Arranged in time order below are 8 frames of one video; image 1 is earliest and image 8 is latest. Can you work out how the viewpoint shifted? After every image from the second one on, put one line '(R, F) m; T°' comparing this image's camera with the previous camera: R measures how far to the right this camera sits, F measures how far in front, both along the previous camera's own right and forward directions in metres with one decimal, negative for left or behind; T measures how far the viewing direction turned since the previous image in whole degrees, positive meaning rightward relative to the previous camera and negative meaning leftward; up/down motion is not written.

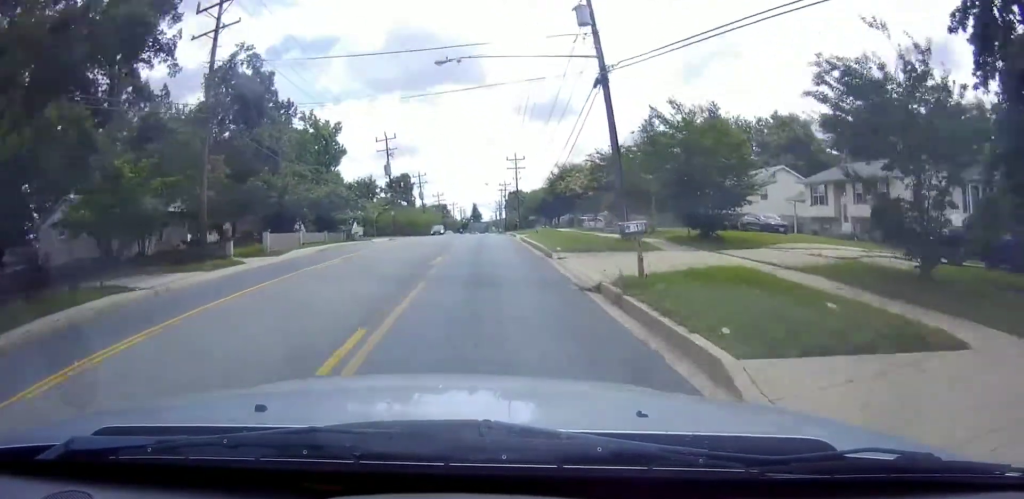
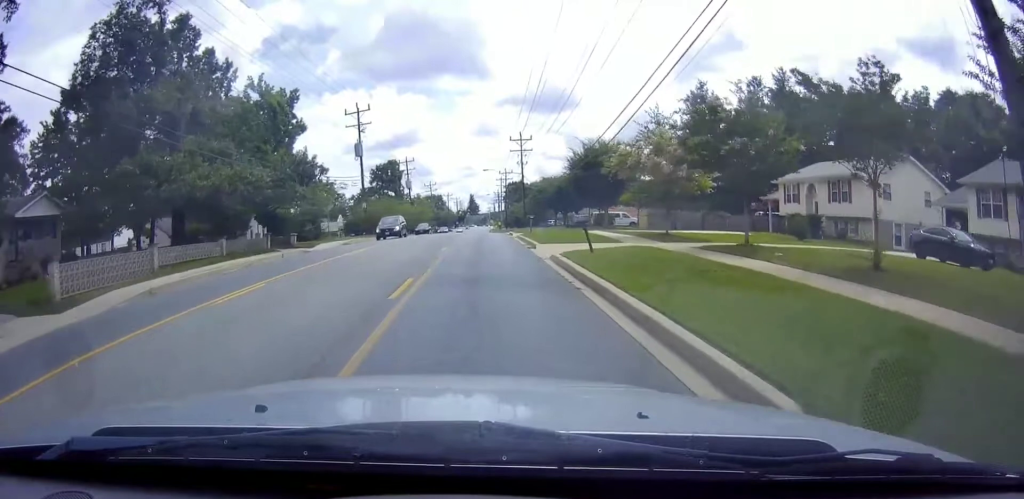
(-0.3, +18.5) m; -2°
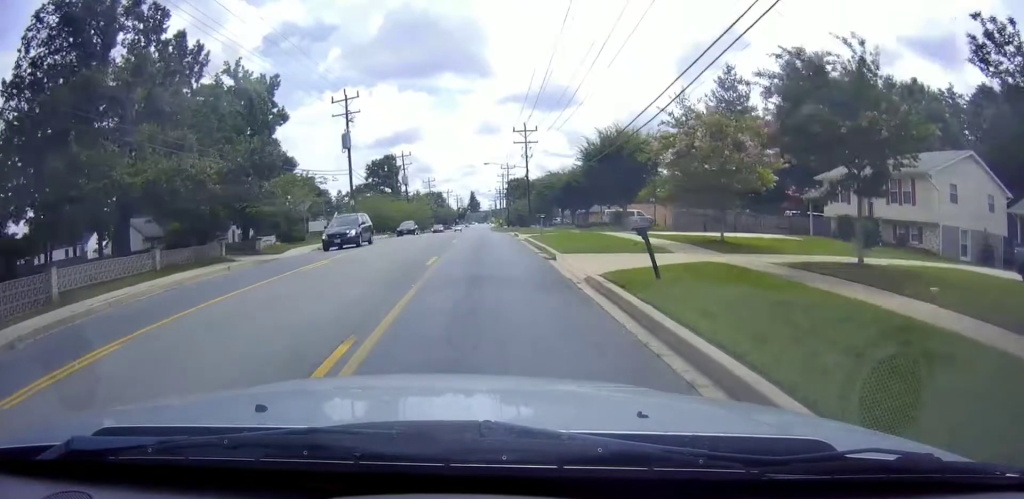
(-0.2, +6.4) m; 0°
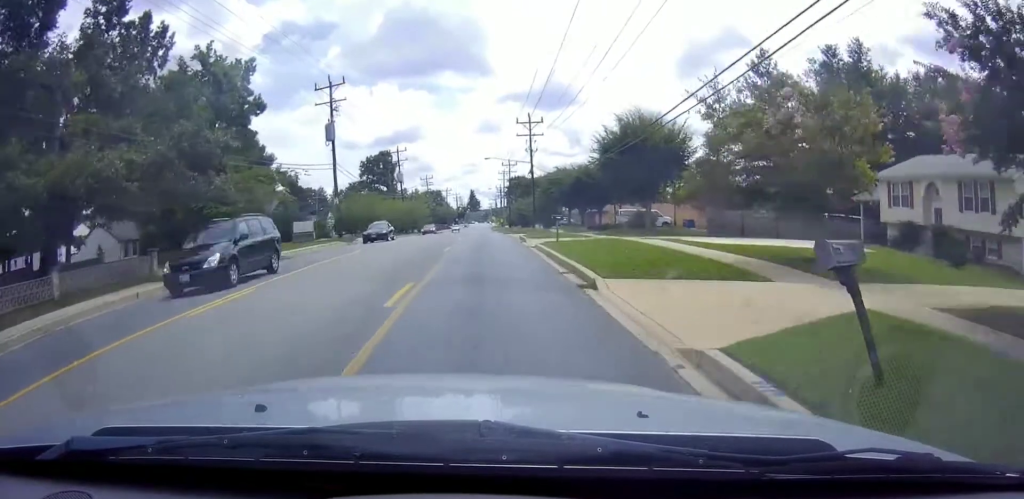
(+0.1, +6.5) m; 0°
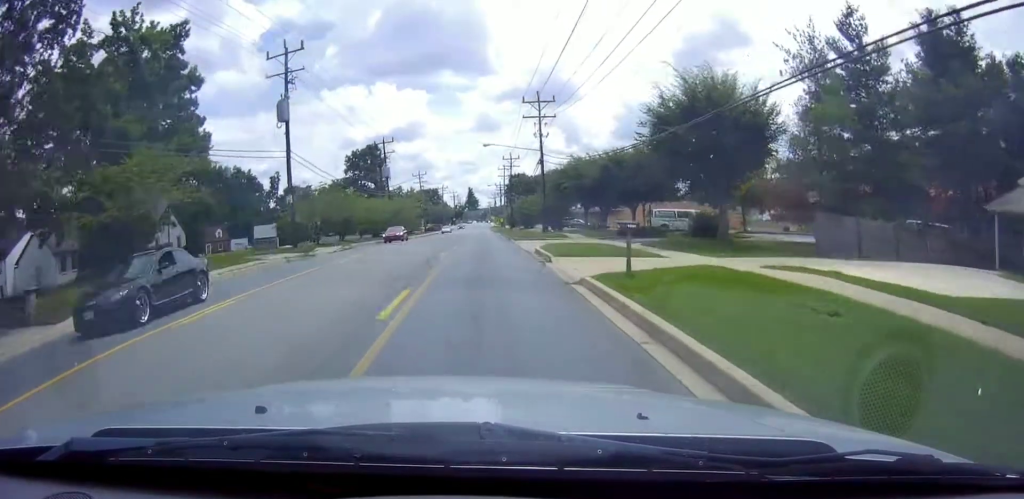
(+0.1, +12.5) m; 0°
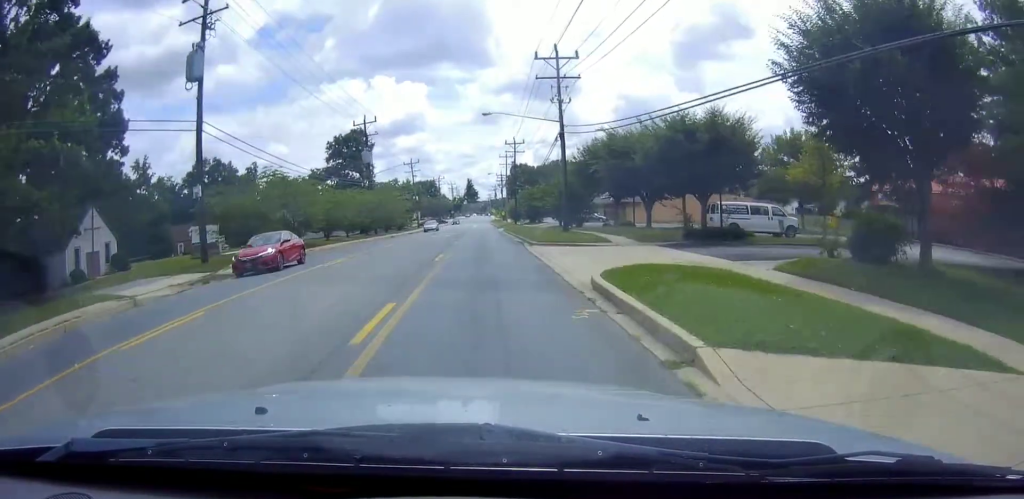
(-0.1, +13.2) m; +1°
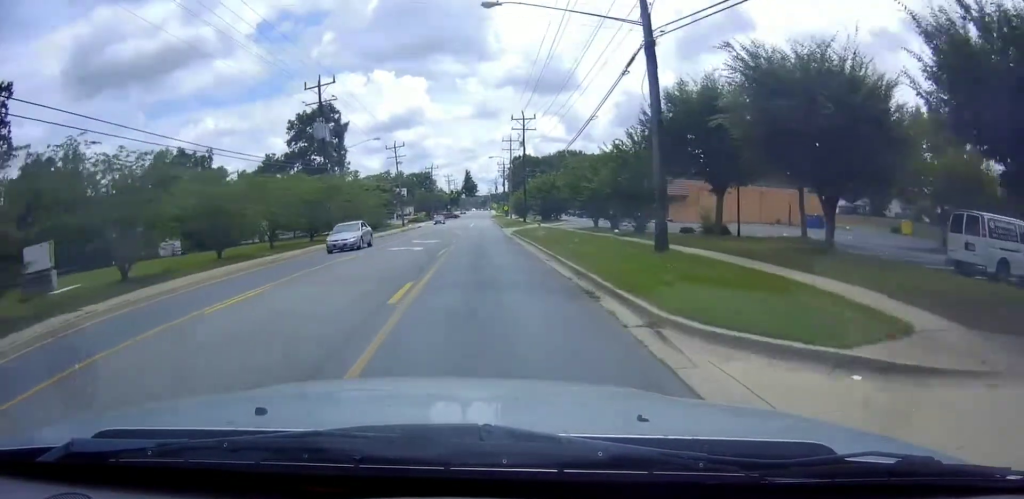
(+0.1, +20.7) m; 0°
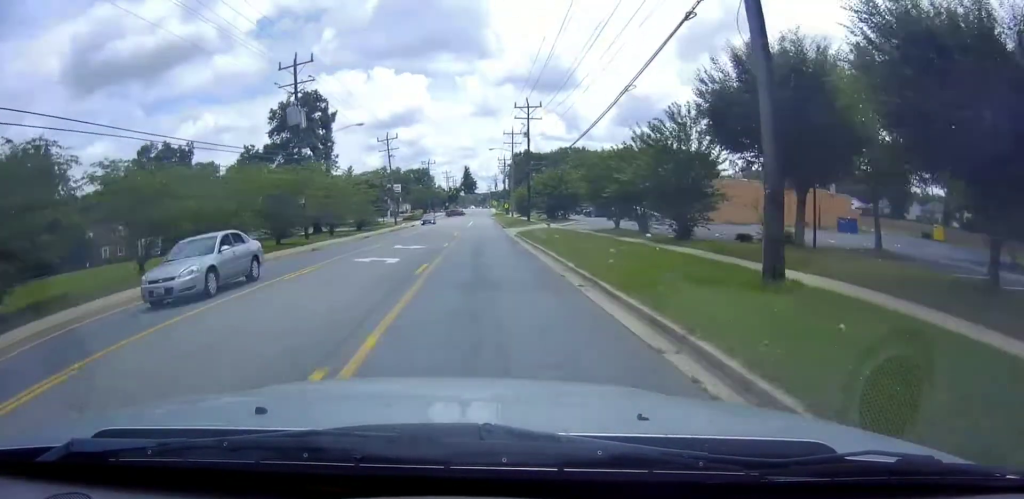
(-0.1, +7.4) m; 0°
